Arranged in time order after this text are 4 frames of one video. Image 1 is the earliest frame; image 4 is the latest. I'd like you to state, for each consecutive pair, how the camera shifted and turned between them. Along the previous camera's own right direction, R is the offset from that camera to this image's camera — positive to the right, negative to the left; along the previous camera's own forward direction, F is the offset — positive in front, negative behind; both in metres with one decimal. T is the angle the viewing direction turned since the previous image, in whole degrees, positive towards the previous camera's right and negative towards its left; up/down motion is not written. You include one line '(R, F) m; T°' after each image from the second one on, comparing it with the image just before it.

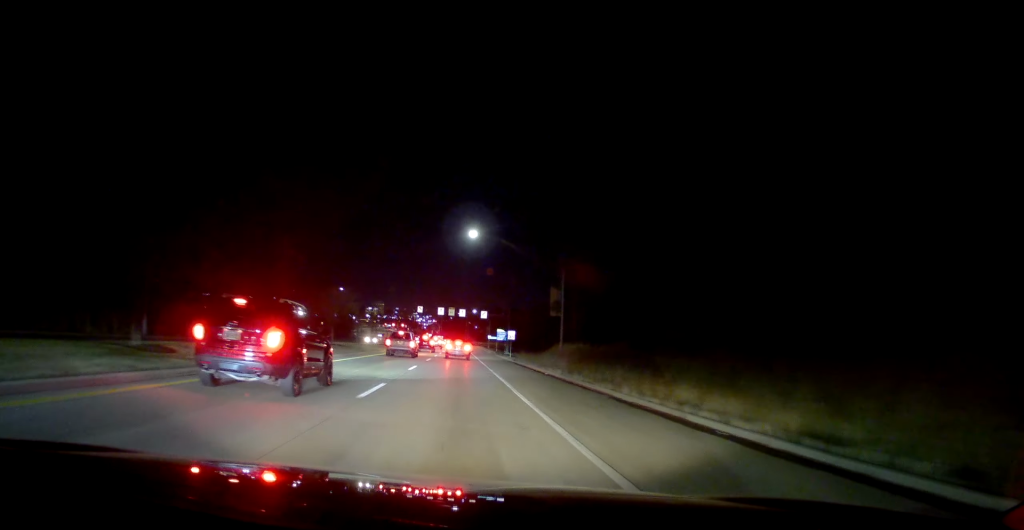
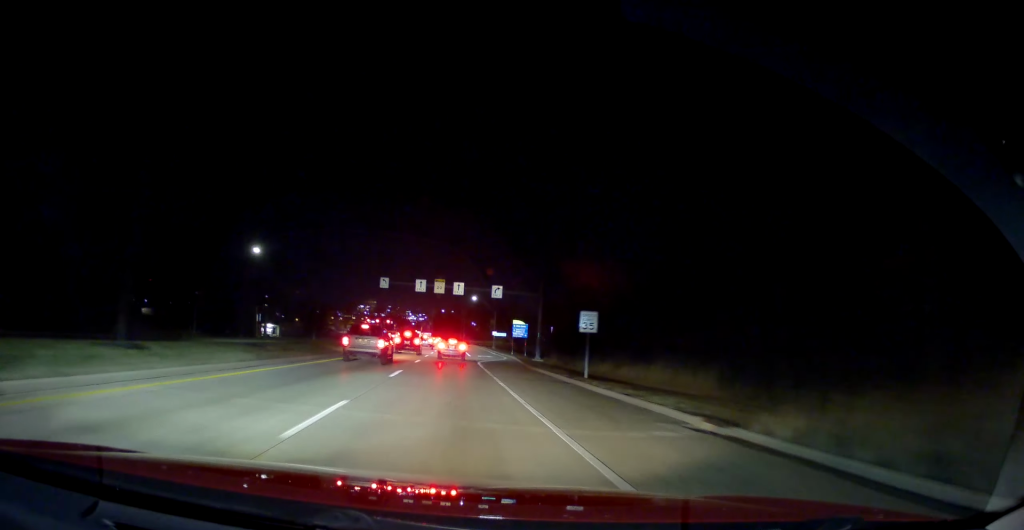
(-0.6, +42.0) m; -2°
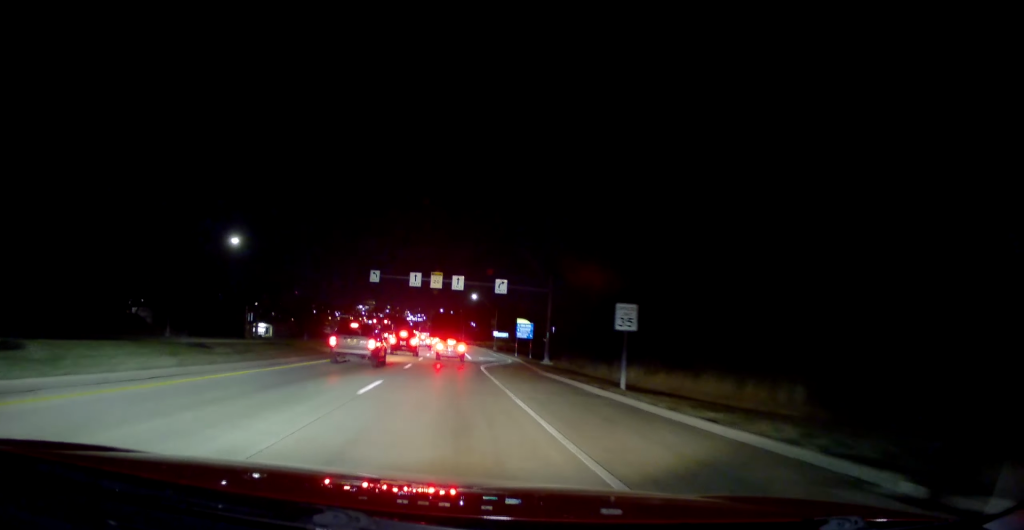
(+0.1, +5.9) m; +1°
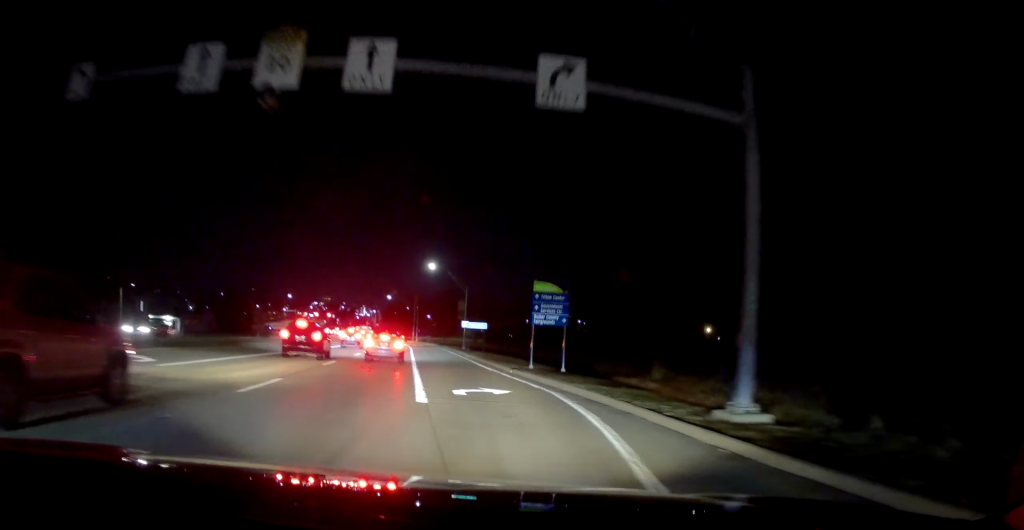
(+0.8, +38.0) m; +2°
